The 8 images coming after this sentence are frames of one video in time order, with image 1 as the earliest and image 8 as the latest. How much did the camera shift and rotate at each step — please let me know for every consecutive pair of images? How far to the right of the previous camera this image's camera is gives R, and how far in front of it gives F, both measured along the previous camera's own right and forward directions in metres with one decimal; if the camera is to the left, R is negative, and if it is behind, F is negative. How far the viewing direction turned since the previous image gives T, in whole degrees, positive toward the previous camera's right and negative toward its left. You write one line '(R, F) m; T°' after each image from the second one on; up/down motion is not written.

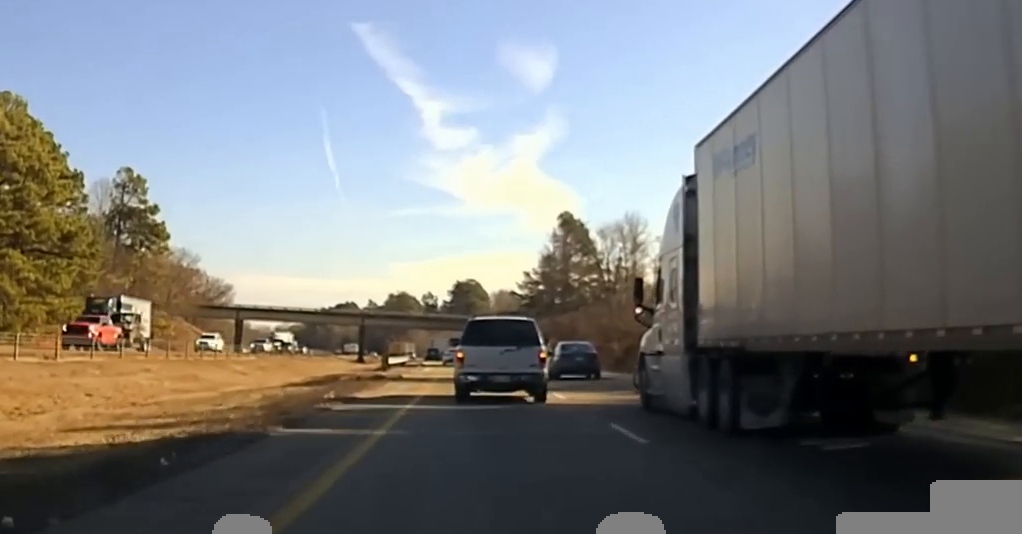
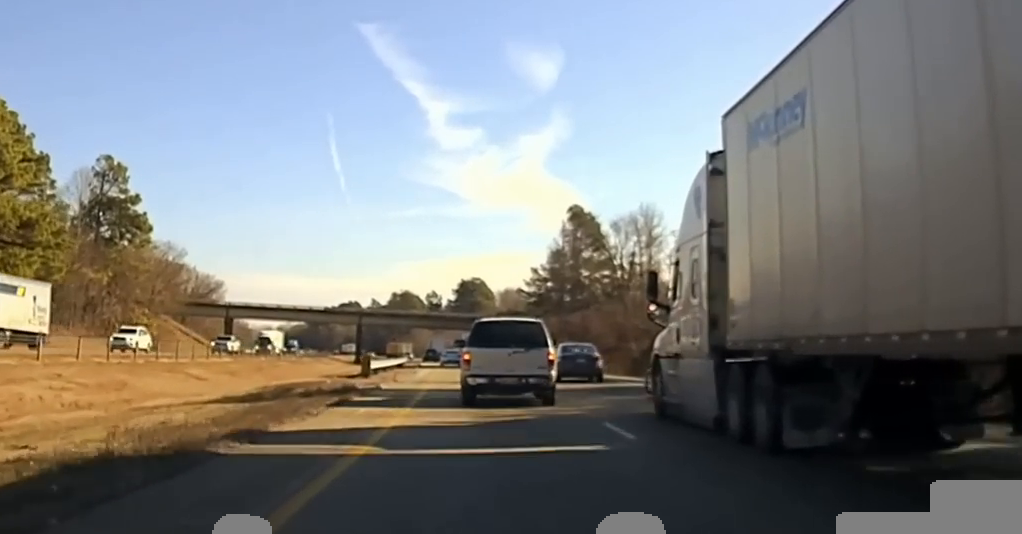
(+0.1, +10.9) m; 0°
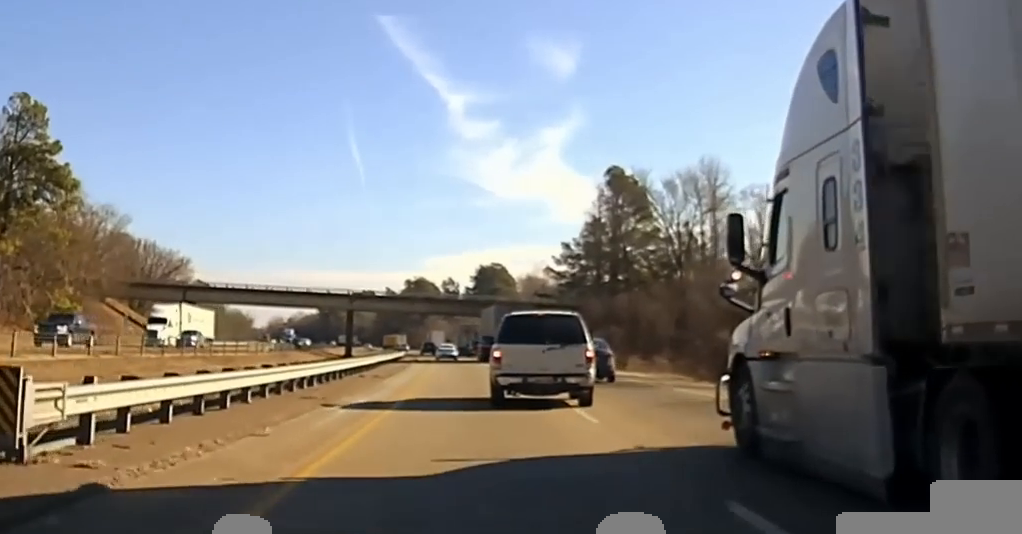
(-0.8, +33.9) m; -2°
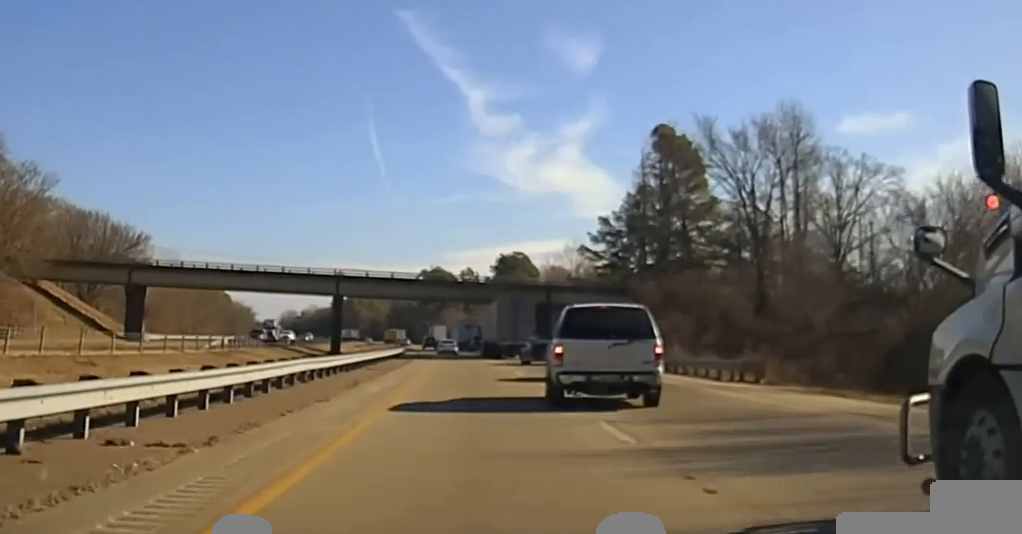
(-0.2, +25.6) m; -1°
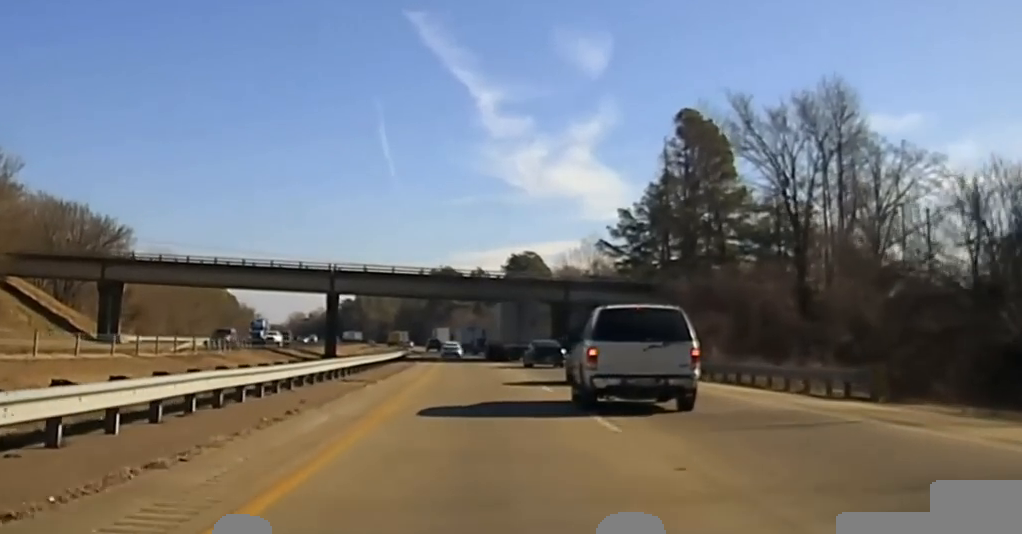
(+0.1, +10.5) m; 0°
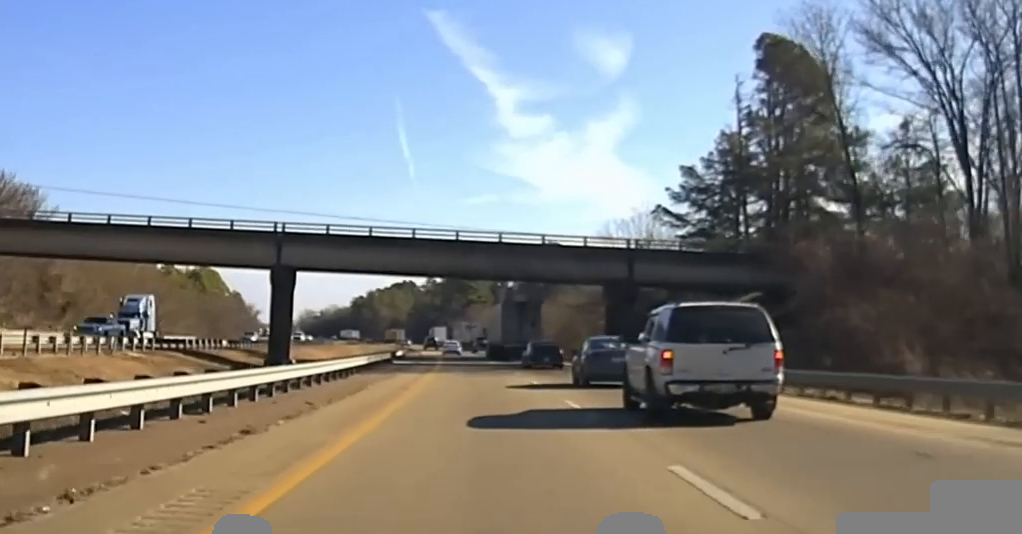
(-0.3, +24.2) m; -1°
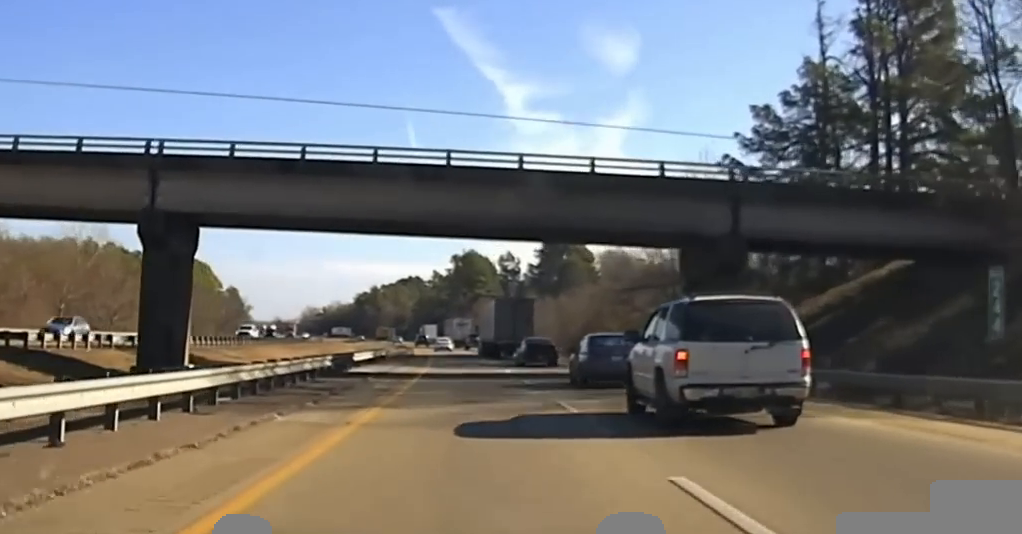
(0.0, +19.8) m; 0°
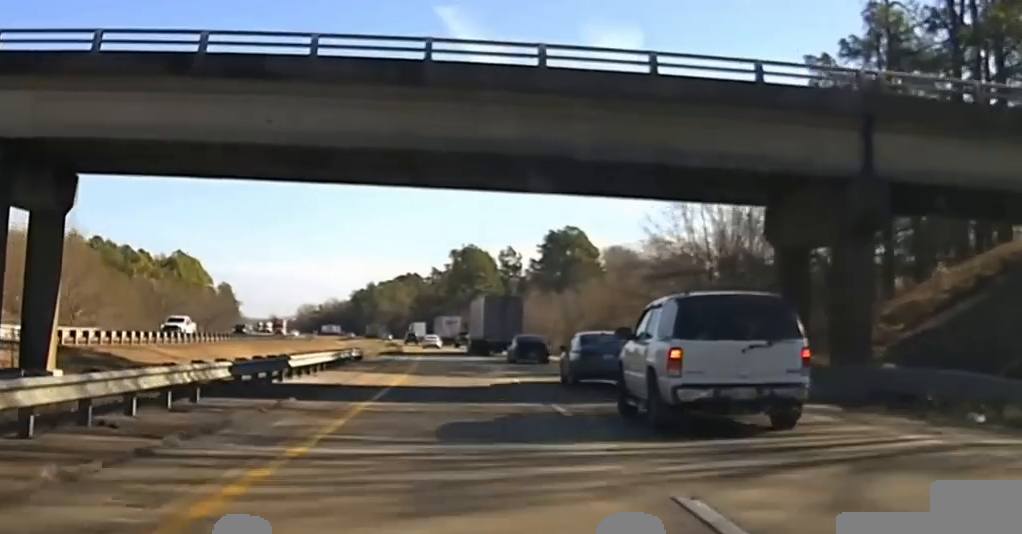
(0.0, +10.7) m; 0°
